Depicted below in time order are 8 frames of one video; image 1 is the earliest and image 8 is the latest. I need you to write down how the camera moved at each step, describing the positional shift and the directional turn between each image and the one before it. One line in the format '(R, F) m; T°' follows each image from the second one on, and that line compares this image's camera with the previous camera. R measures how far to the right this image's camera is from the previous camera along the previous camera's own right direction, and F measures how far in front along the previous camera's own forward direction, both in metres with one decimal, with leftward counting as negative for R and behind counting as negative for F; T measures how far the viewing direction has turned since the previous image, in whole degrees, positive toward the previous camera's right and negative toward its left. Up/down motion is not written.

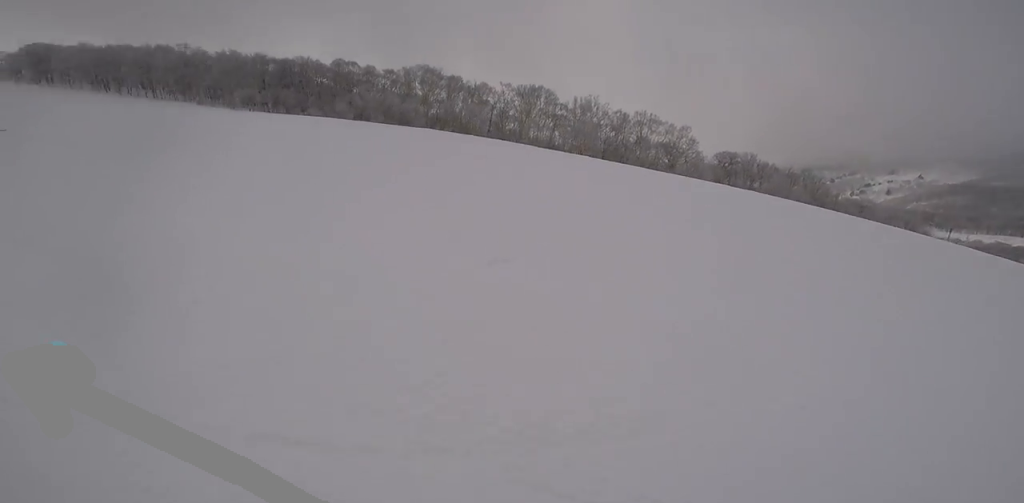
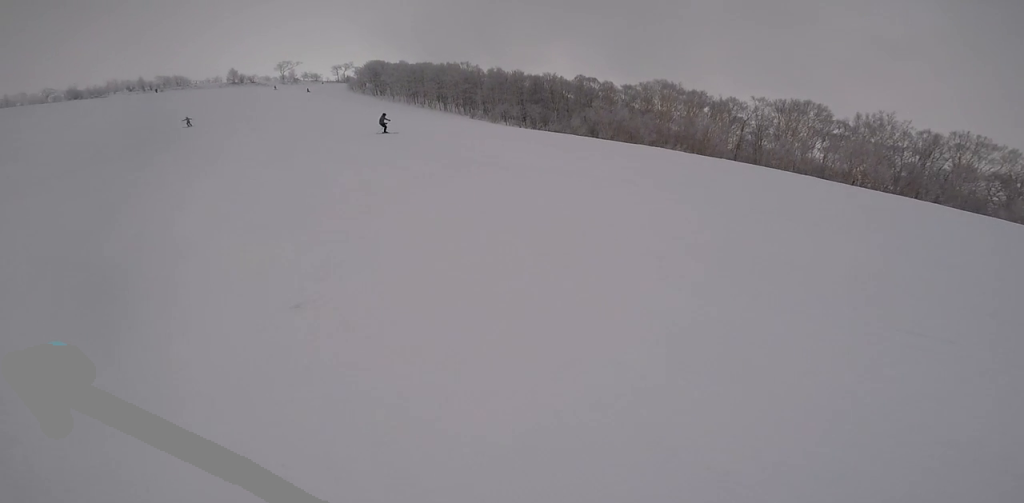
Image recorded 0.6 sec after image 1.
(-0.3, +2.7) m; -14°
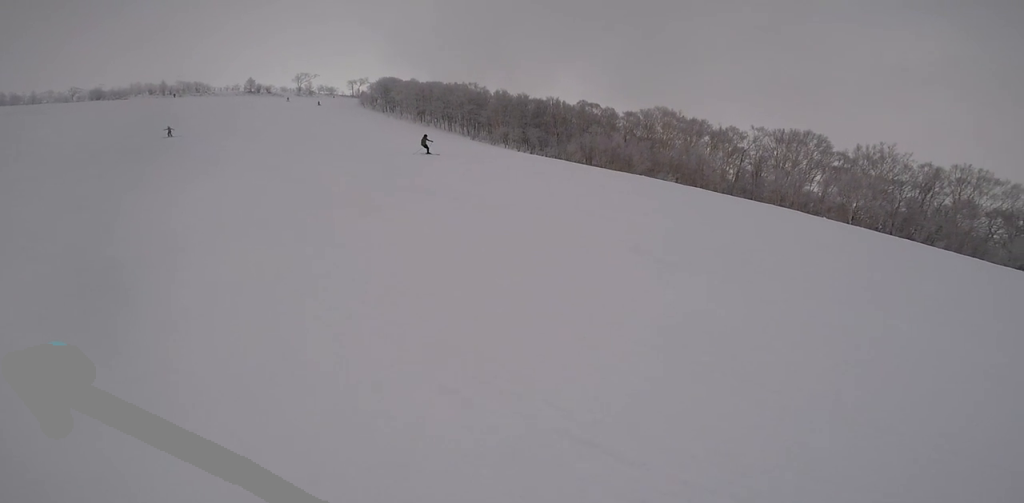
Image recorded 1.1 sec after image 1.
(+0.2, +2.3) m; -13°
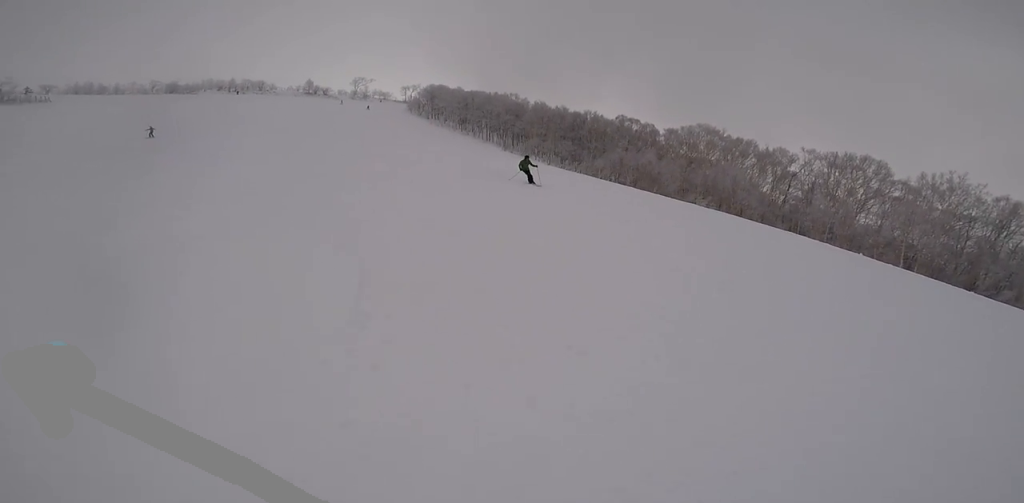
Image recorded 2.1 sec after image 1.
(-1.5, +1.4) m; -32°
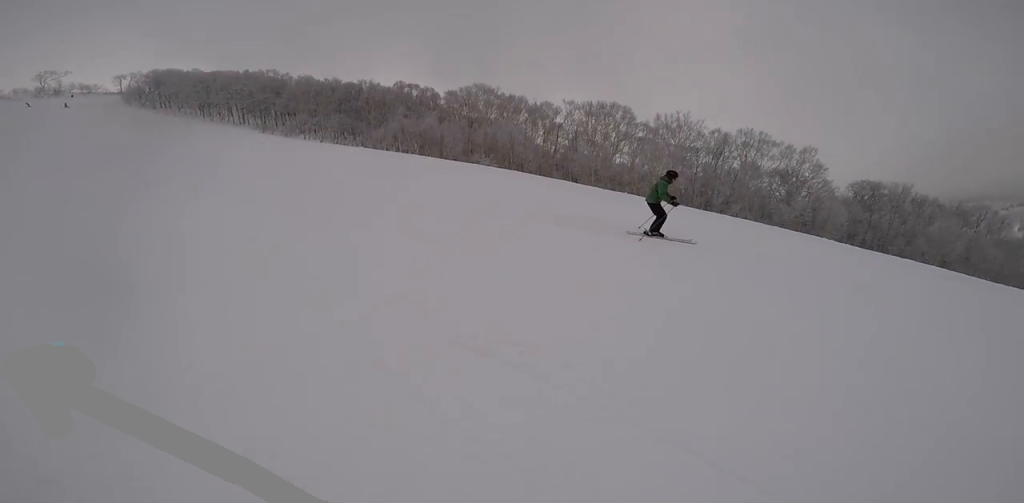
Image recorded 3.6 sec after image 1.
(+1.0, +2.9) m; +26°
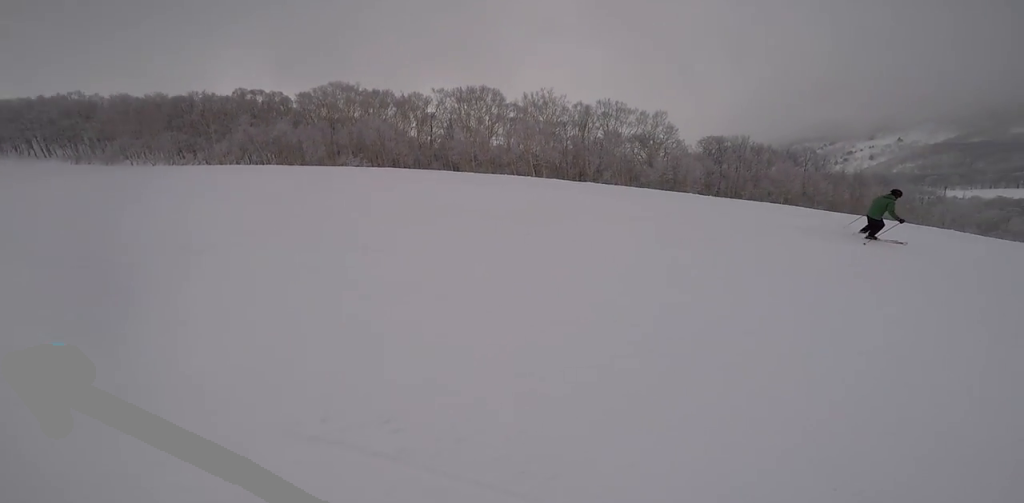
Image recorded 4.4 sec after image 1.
(+0.1, +1.6) m; +18°
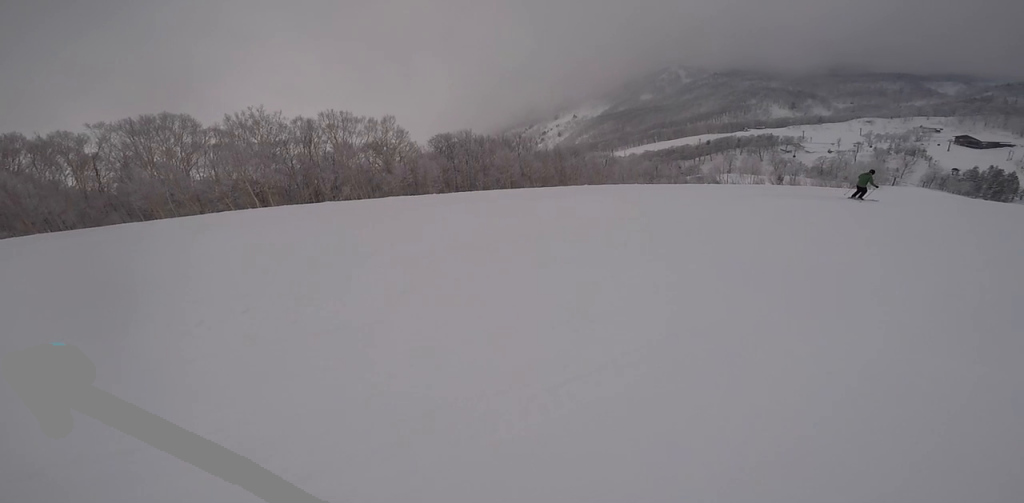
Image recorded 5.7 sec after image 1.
(+1.1, +2.0) m; +39°
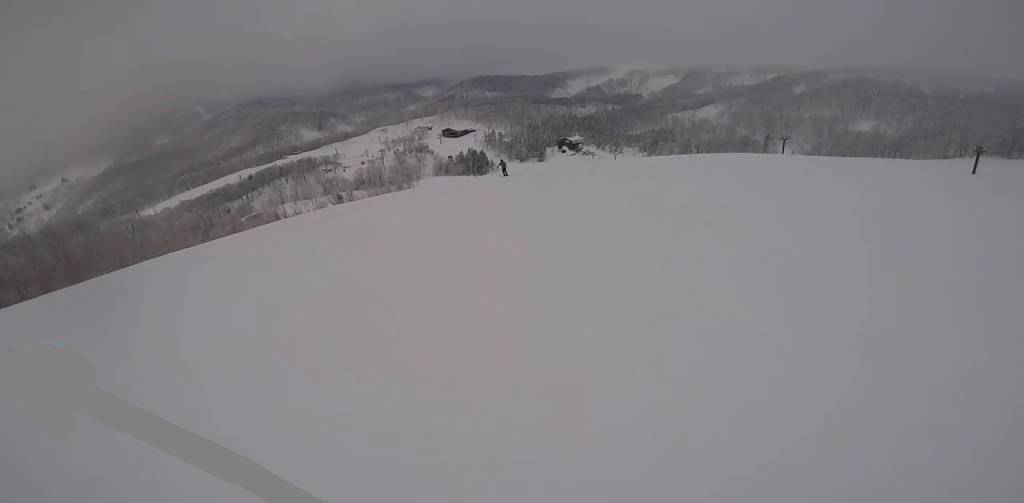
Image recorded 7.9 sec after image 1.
(+1.0, +6.4) m; +27°
